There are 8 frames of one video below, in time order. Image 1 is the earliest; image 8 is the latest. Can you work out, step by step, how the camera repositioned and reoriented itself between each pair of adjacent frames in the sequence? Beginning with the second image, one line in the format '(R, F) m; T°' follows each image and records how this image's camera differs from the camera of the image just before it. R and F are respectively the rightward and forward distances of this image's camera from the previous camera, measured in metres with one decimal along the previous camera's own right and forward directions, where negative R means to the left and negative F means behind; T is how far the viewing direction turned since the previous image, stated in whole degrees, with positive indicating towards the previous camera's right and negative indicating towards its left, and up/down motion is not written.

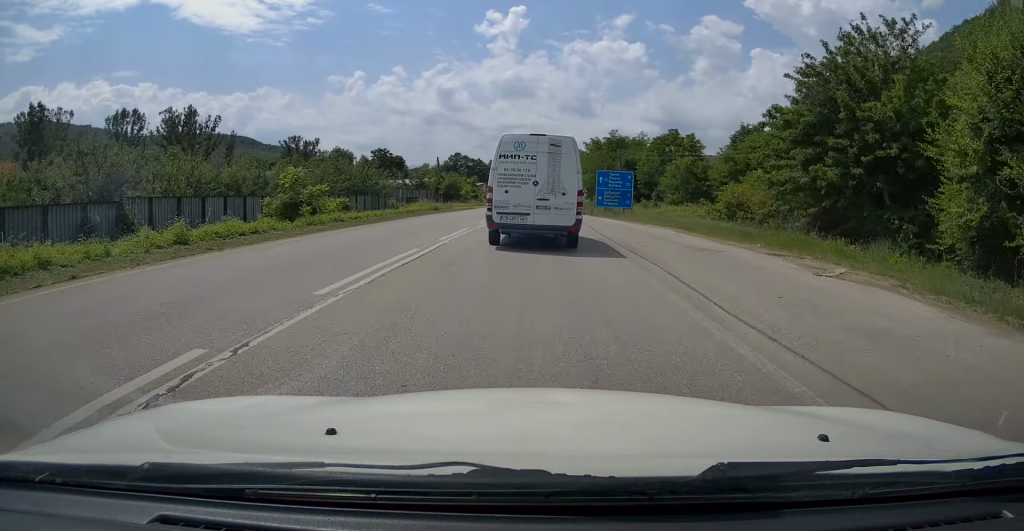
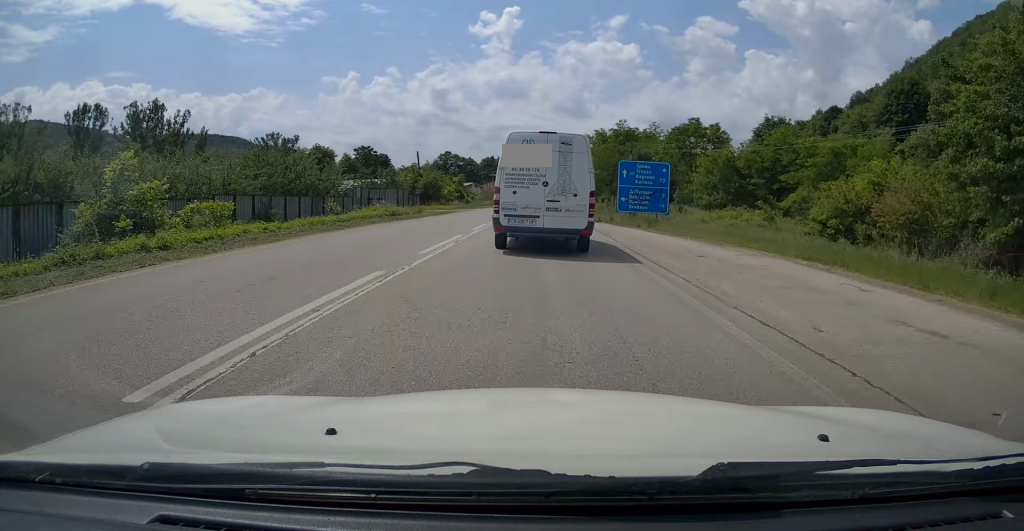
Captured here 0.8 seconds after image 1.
(0.0, +13.2) m; 0°
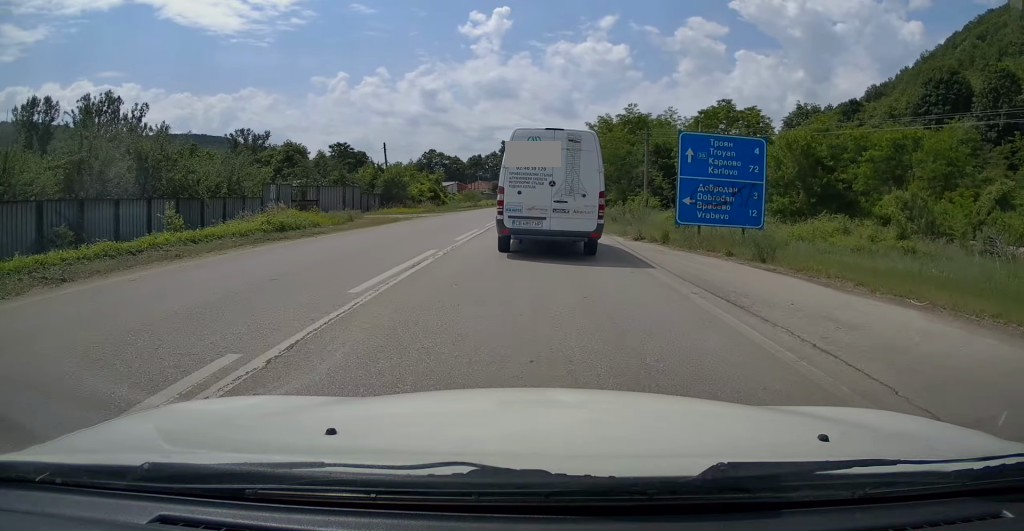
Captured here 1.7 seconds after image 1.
(-0.1, +14.2) m; +1°
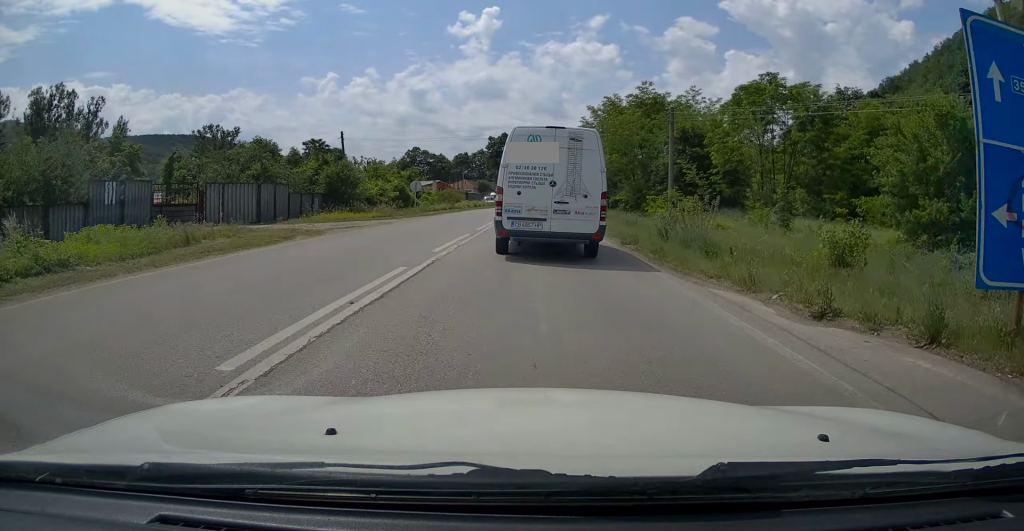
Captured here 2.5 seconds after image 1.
(+0.2, +12.6) m; +1°
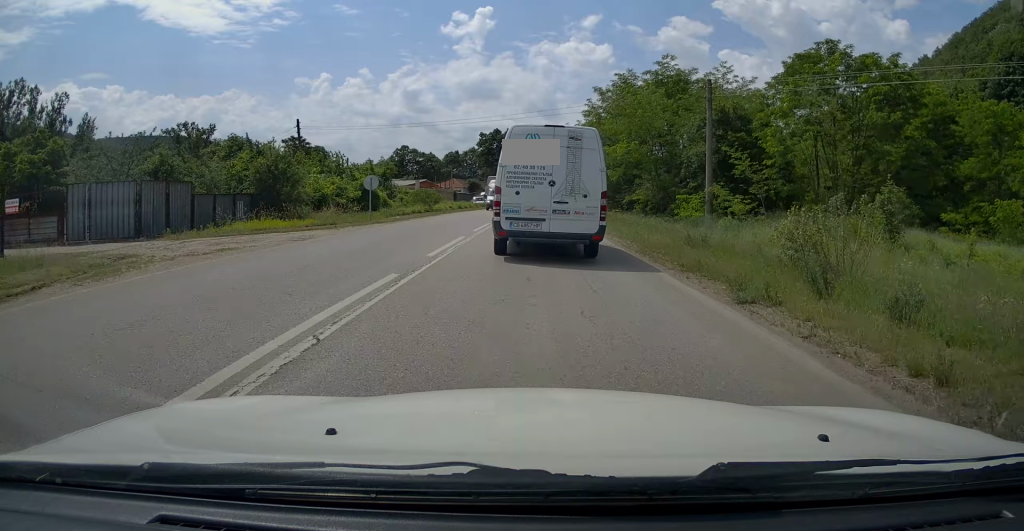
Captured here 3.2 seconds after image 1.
(0.0, +9.9) m; 0°
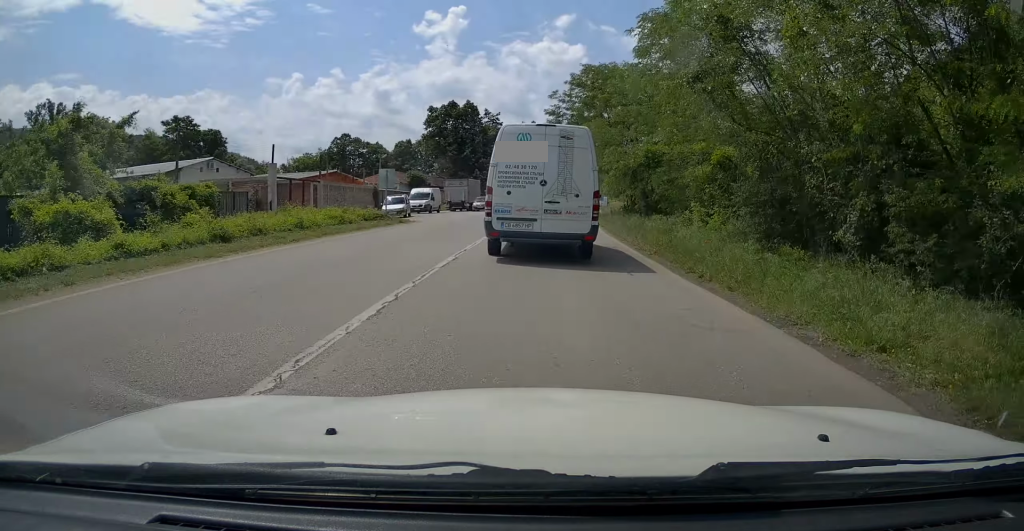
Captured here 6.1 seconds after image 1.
(+0.9, +41.8) m; +3°
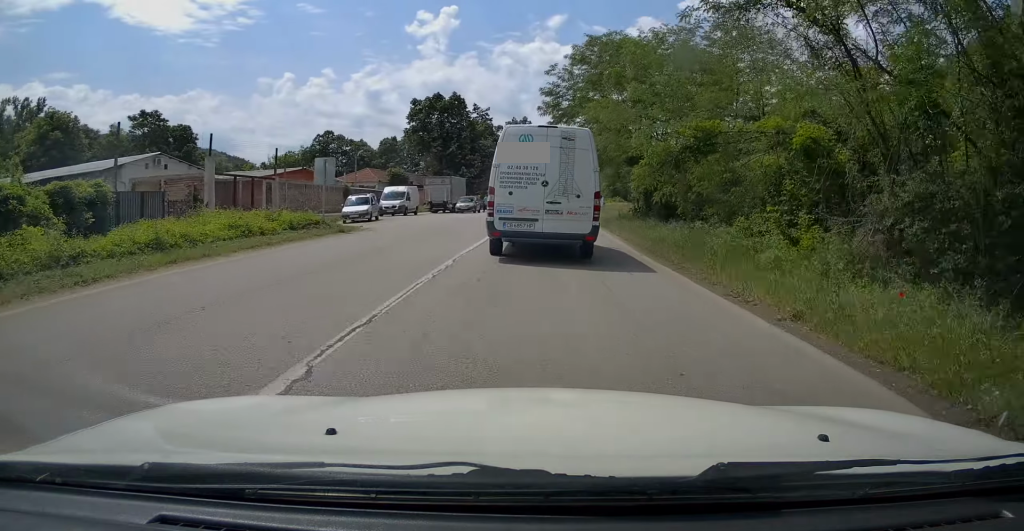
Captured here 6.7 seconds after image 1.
(0.0, +7.8) m; +1°
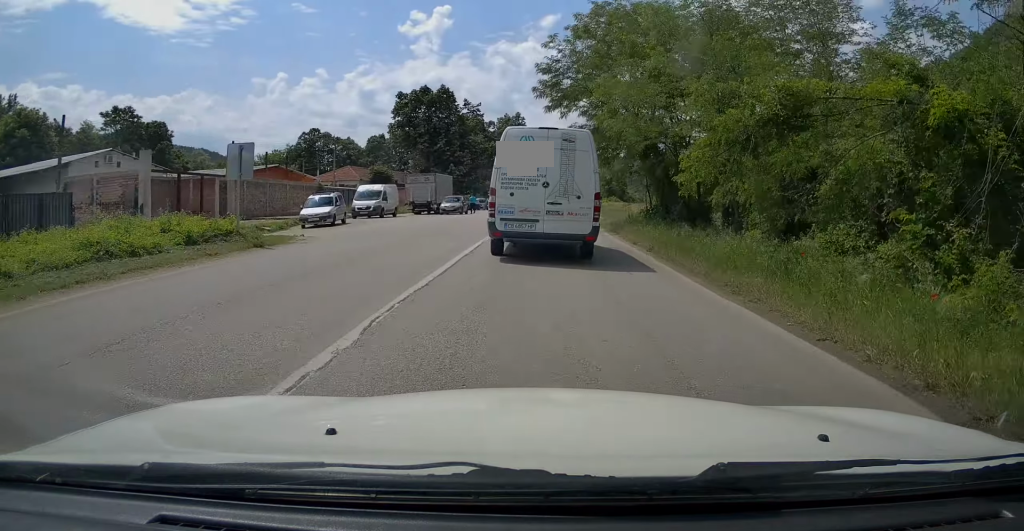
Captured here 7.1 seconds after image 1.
(+0.1, +6.0) m; +1°
